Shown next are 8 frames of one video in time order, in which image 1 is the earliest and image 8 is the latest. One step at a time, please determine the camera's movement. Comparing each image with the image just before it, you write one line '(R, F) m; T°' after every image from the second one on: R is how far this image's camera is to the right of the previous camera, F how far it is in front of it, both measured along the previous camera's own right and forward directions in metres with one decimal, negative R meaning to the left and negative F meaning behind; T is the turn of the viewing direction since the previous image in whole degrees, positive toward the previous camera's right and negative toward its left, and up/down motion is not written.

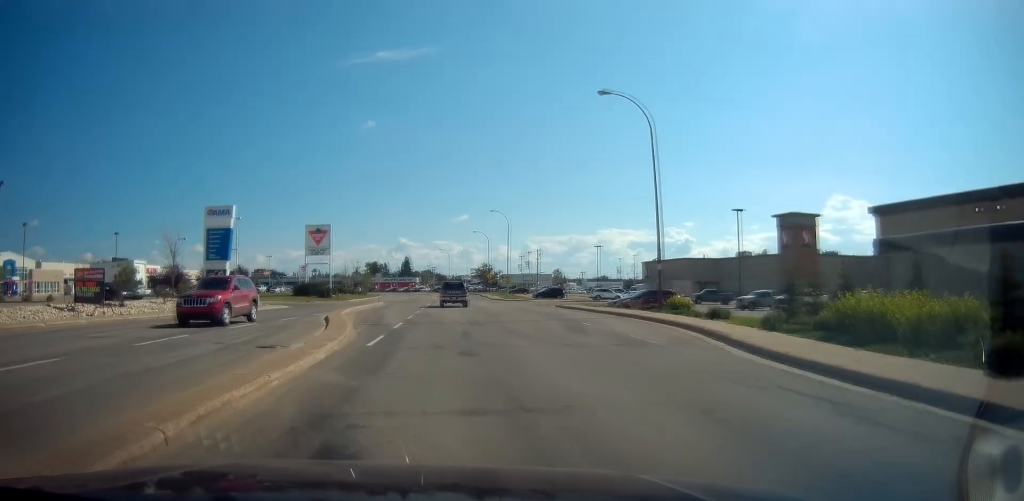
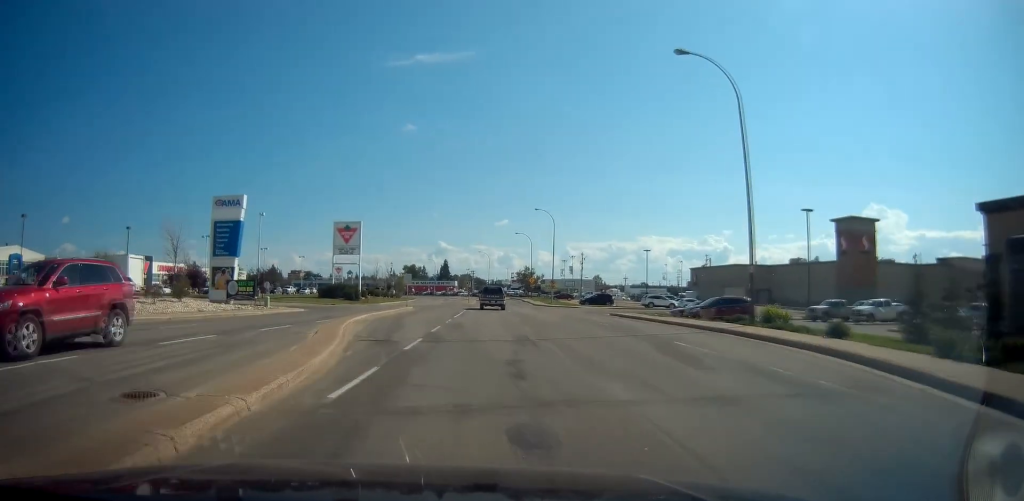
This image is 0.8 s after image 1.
(-0.3, +6.6) m; -9°
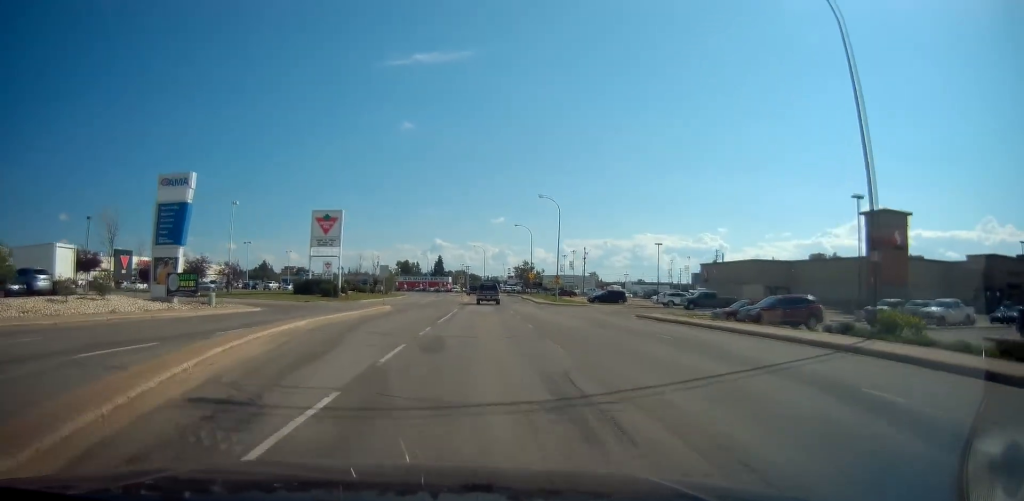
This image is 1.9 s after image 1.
(-1.0, +9.4) m; -6°
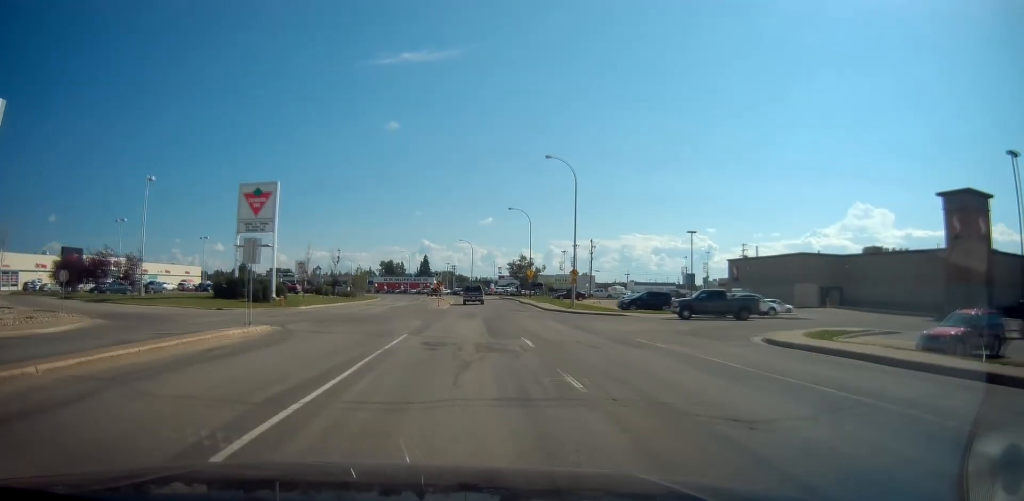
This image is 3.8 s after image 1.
(+1.1, +20.2) m; +6°
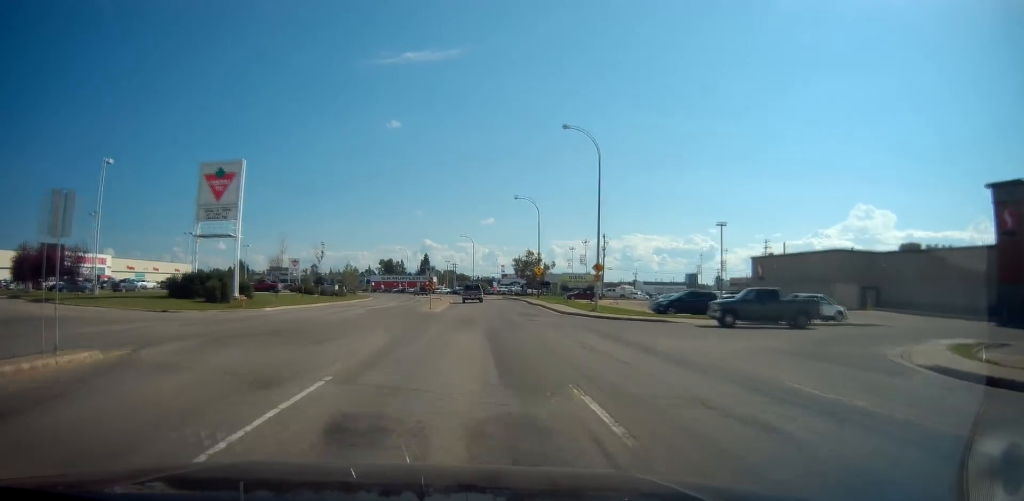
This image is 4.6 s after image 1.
(0.0, +8.9) m; 0°
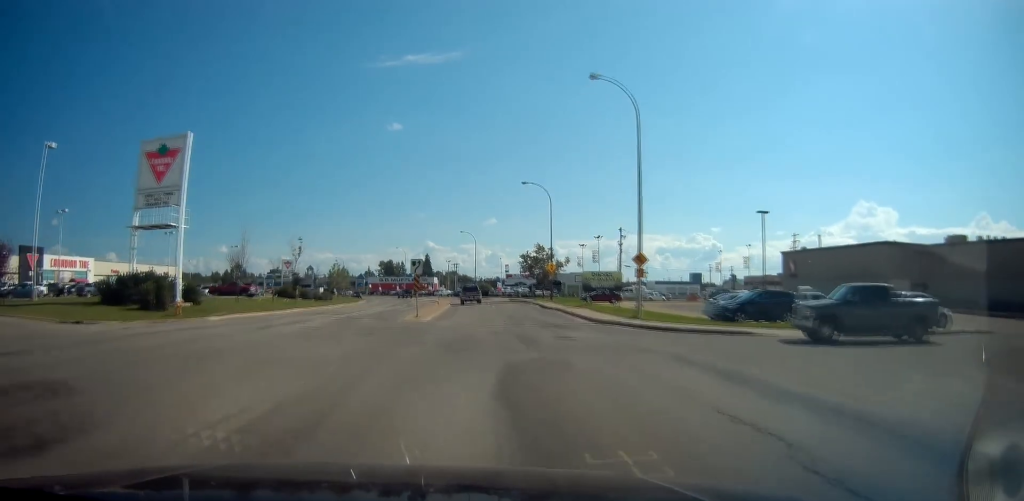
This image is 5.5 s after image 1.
(0.0, +9.8) m; 0°
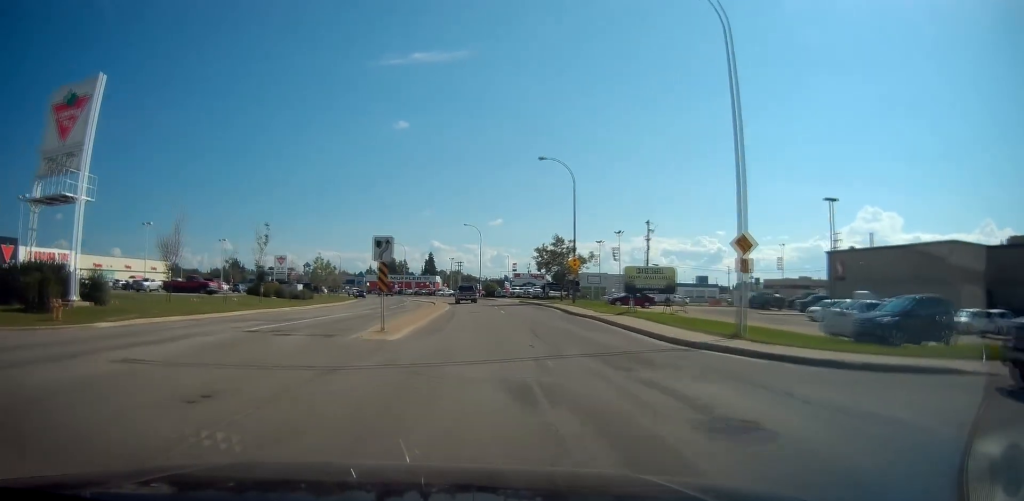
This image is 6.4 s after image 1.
(0.0, +11.4) m; 0°
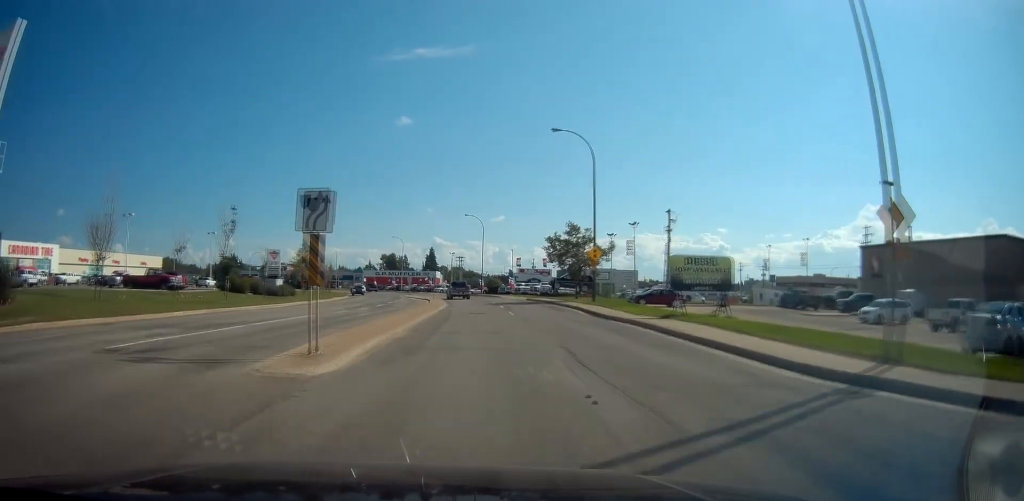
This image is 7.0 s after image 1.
(0.0, +7.5) m; 0°
